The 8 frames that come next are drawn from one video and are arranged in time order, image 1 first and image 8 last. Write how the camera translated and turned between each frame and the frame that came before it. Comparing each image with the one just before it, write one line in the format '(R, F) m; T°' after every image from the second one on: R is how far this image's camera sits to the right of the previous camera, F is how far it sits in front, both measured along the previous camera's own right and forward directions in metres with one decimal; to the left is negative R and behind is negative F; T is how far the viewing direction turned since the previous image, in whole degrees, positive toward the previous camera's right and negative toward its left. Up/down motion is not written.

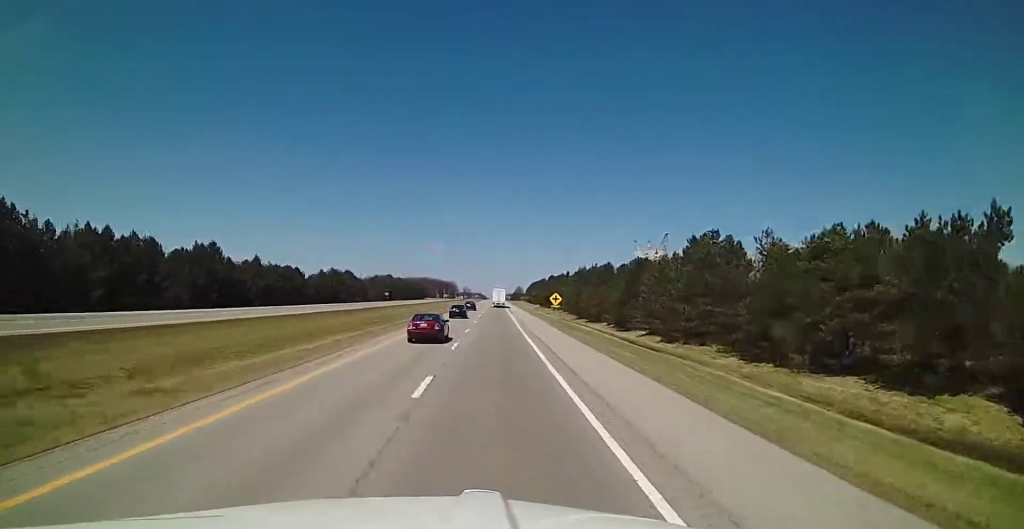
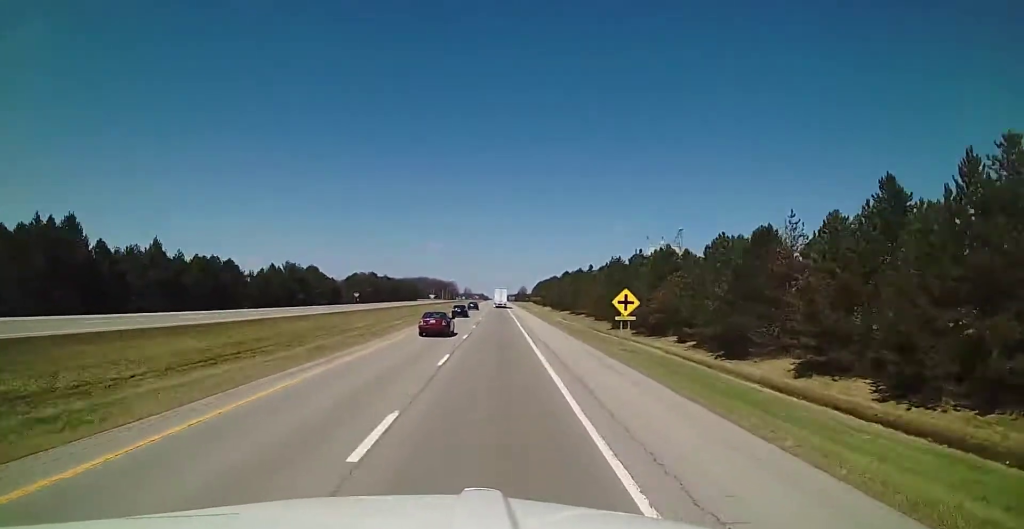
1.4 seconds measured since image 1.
(-0.6, +41.2) m; -1°
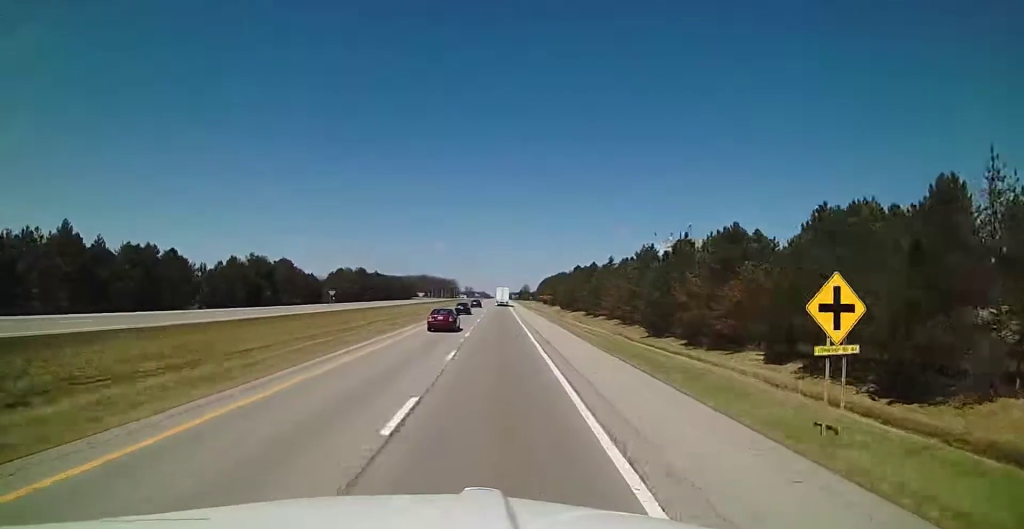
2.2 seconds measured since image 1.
(0.0, +22.4) m; 0°
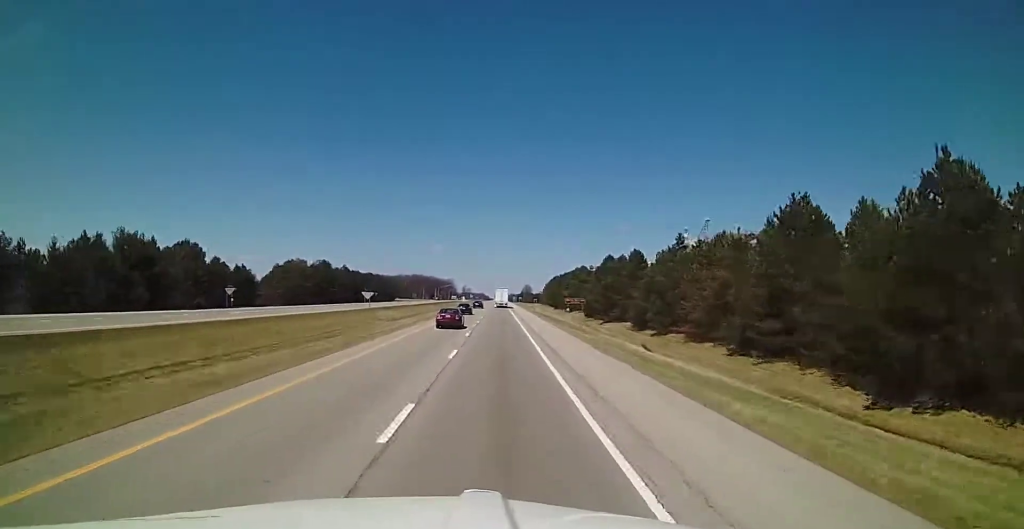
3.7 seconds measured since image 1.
(+0.3, +45.4) m; 0°
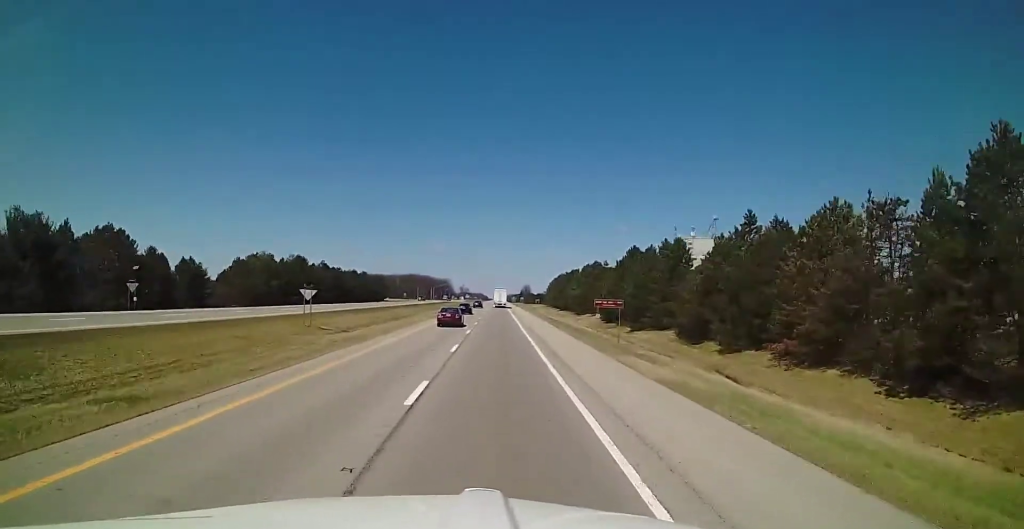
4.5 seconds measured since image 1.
(-0.1, +21.2) m; 0°
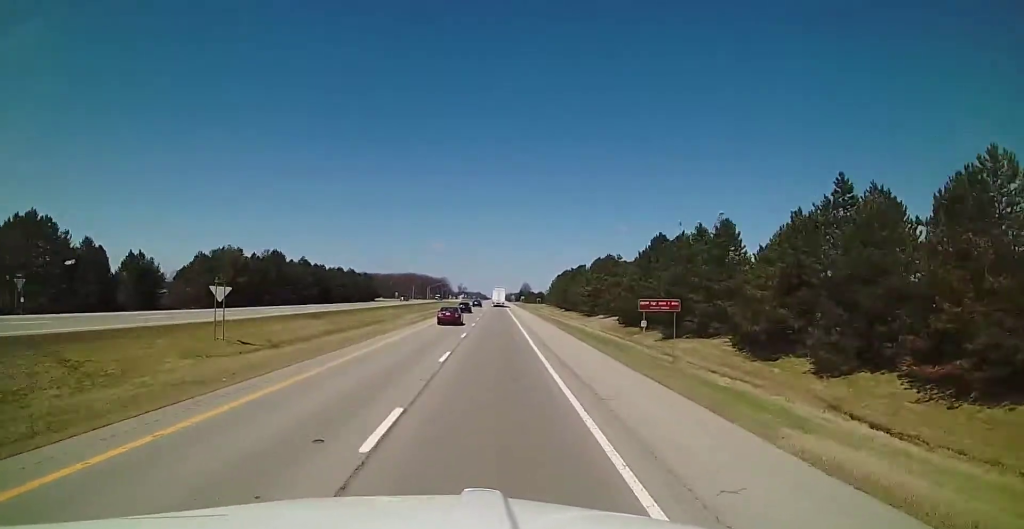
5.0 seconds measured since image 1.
(-0.1, +15.4) m; 0°
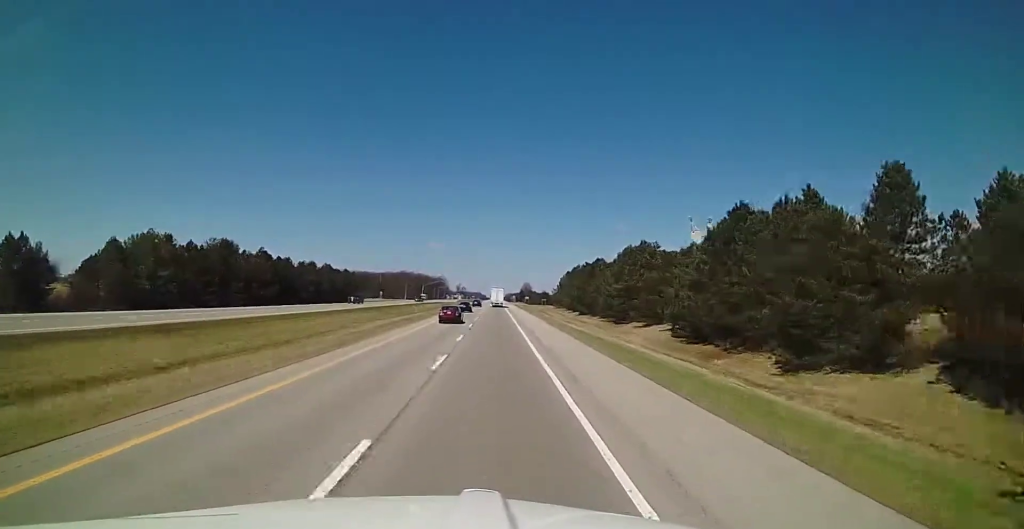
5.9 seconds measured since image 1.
(0.0, +26.0) m; +1°
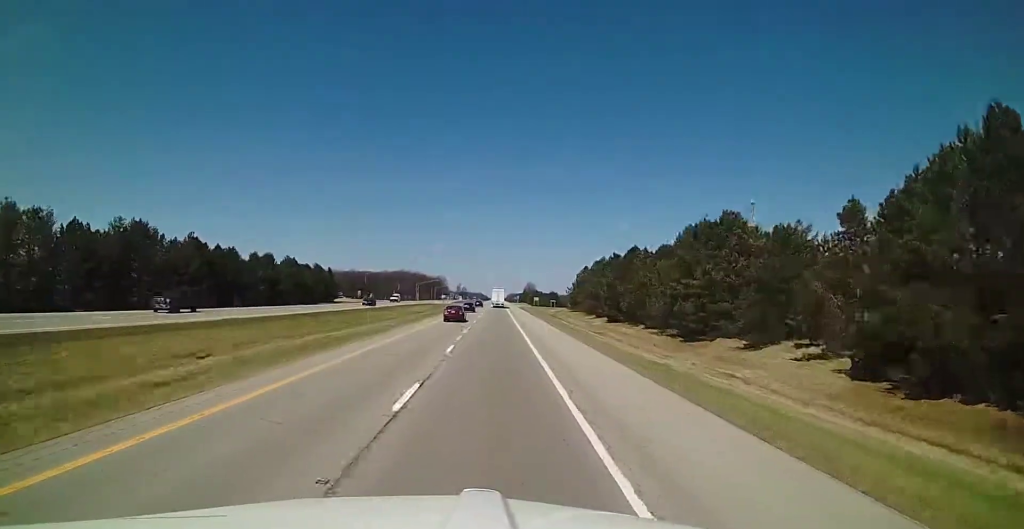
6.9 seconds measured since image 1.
(+0.4, +30.0) m; 0°
